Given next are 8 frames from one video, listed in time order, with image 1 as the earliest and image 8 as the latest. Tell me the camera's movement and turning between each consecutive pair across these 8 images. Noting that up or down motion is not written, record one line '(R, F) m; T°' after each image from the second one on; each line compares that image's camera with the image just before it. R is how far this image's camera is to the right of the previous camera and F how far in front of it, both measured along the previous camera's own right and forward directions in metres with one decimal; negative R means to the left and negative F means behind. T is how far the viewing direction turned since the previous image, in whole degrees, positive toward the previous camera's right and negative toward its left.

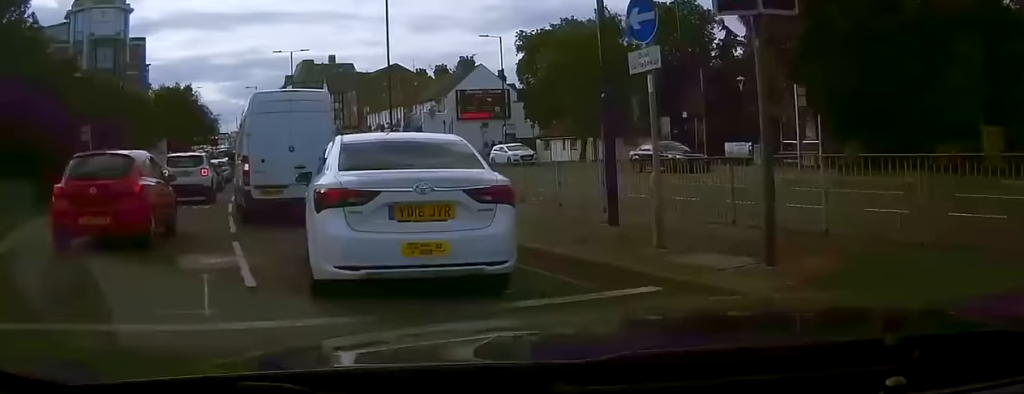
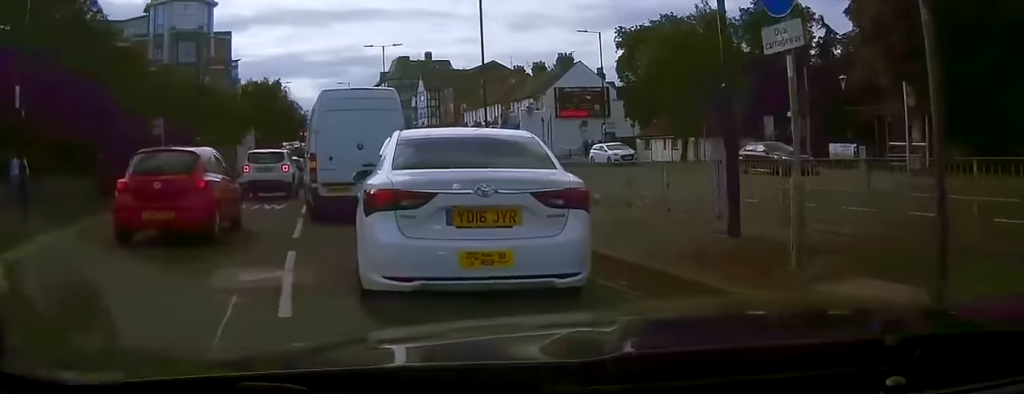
(0.0, +2.3) m; 0°
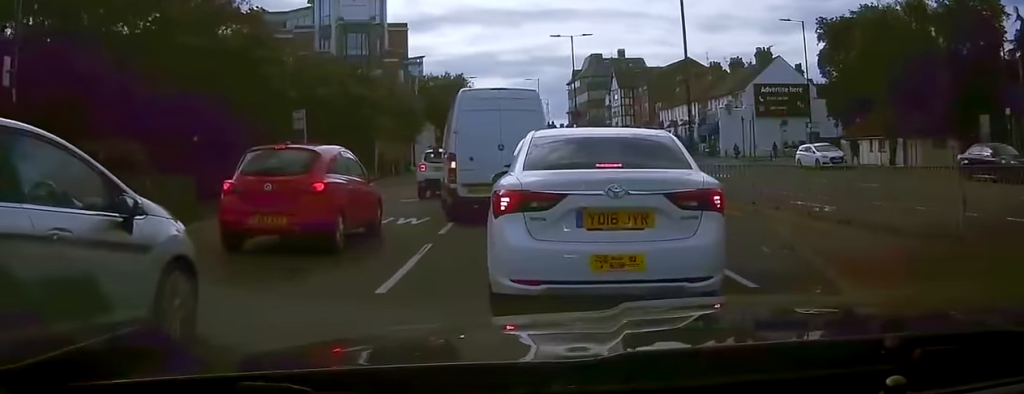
(-1.5, +6.2) m; -33°
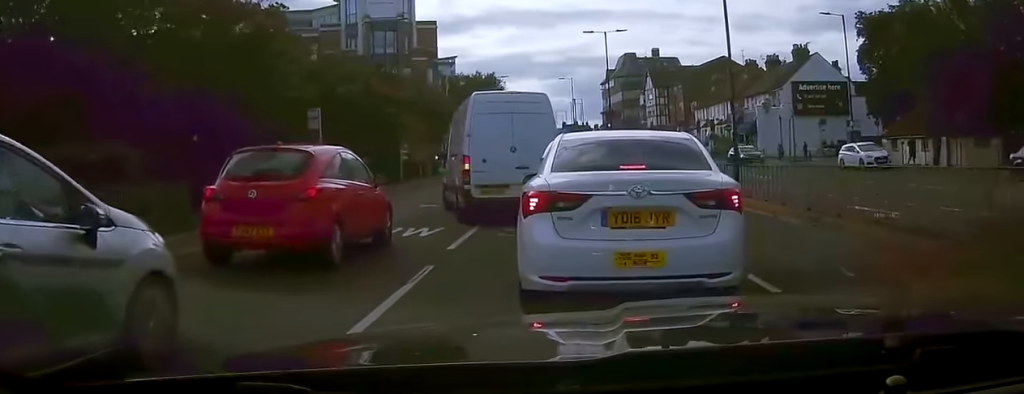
(-0.1, +2.3) m; -2°
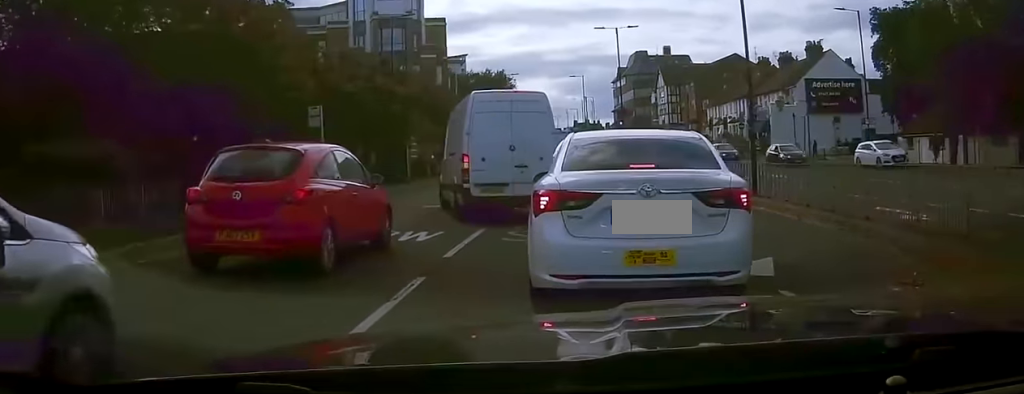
(0.0, +1.1) m; +1°
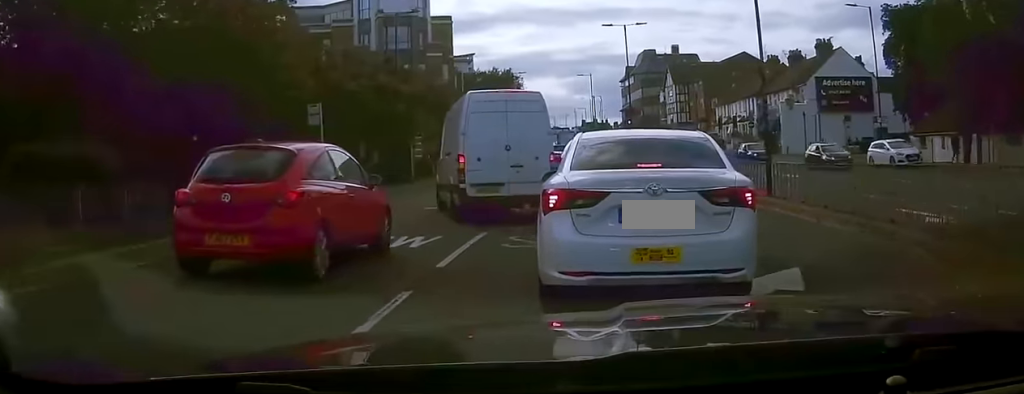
(0.0, +1.0) m; +1°
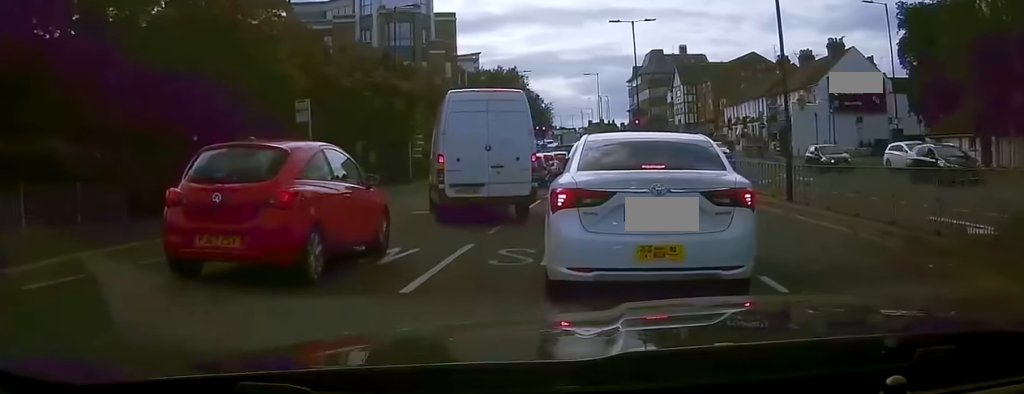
(0.0, +1.9) m; +3°
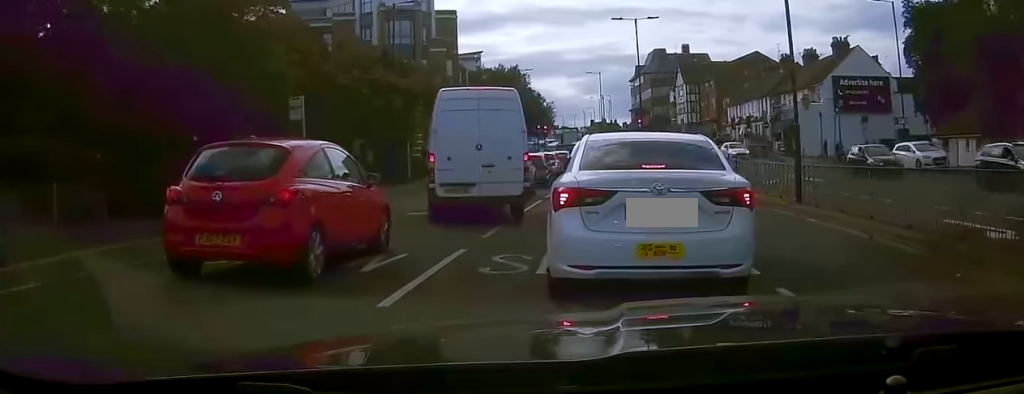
(0.0, +0.8) m; +1°
